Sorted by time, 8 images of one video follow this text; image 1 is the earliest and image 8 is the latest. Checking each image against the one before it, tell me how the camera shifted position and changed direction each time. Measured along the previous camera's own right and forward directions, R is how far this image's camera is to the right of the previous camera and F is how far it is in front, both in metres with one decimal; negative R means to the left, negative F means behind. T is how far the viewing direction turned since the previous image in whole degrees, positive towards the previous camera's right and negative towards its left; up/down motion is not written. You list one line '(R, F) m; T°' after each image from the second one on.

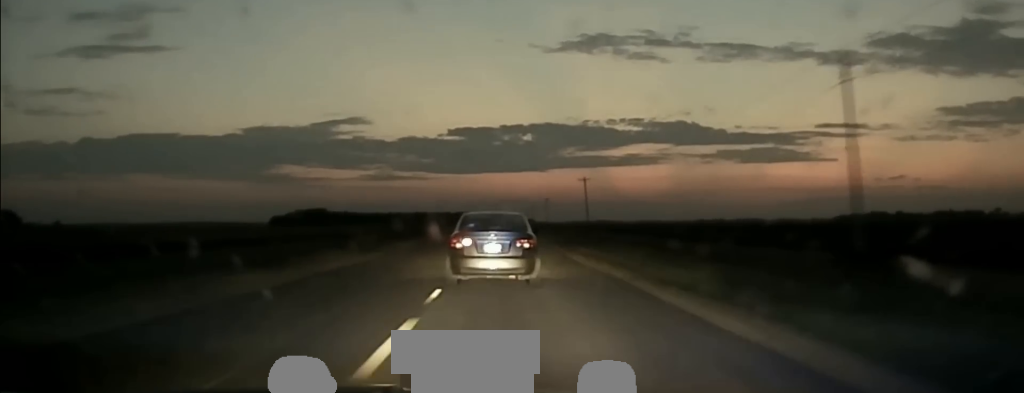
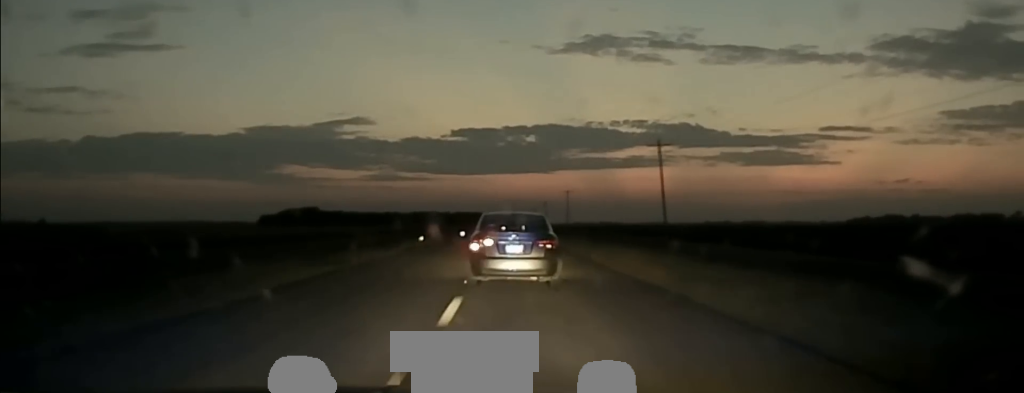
(0.0, +67.5) m; 0°
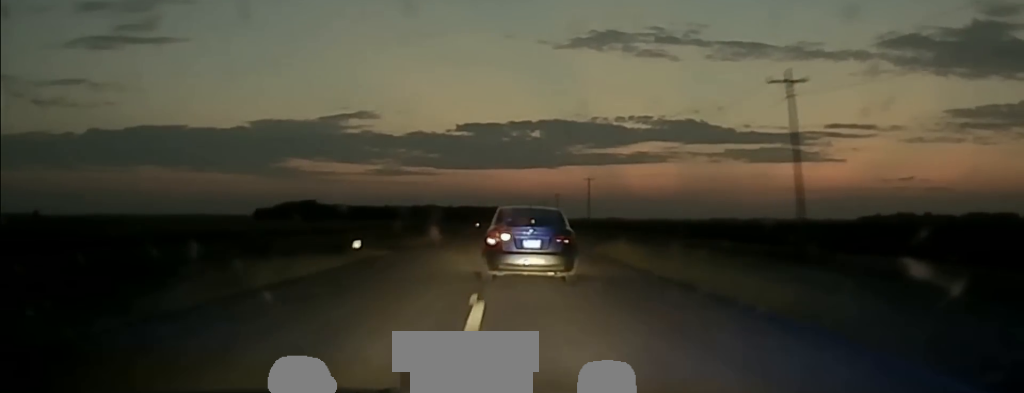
(0.0, +39.4) m; 0°
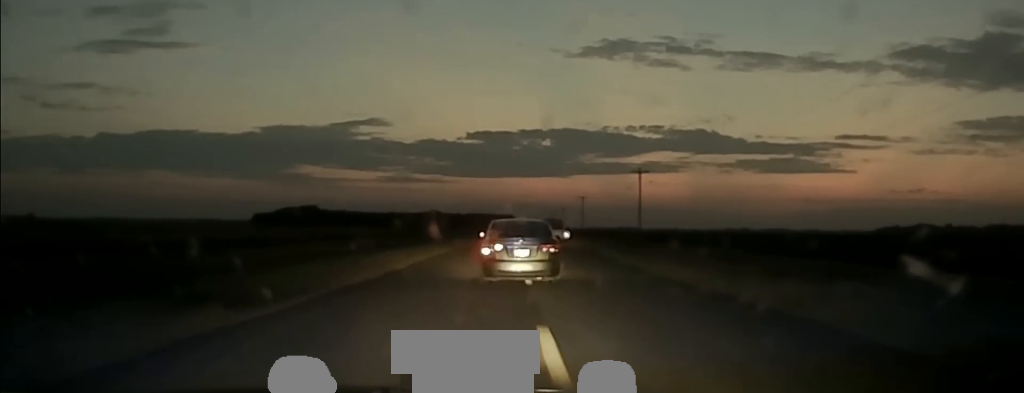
(-0.3, +52.4) m; 0°
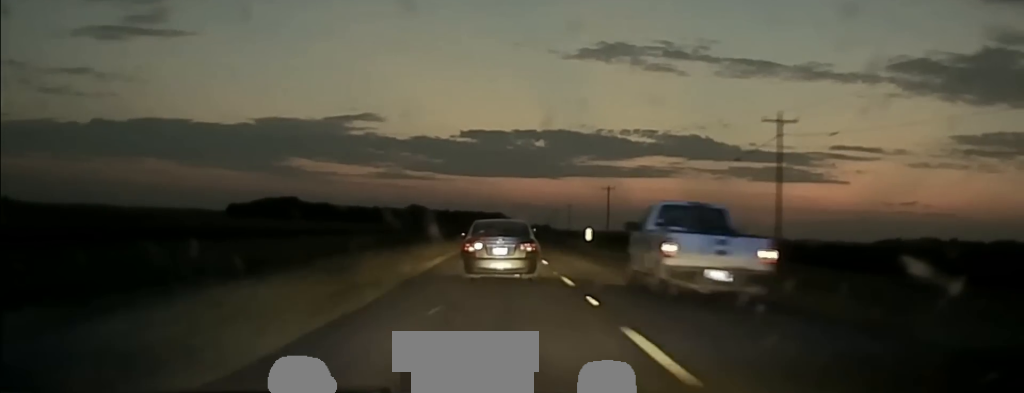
(0.0, +67.4) m; 0°
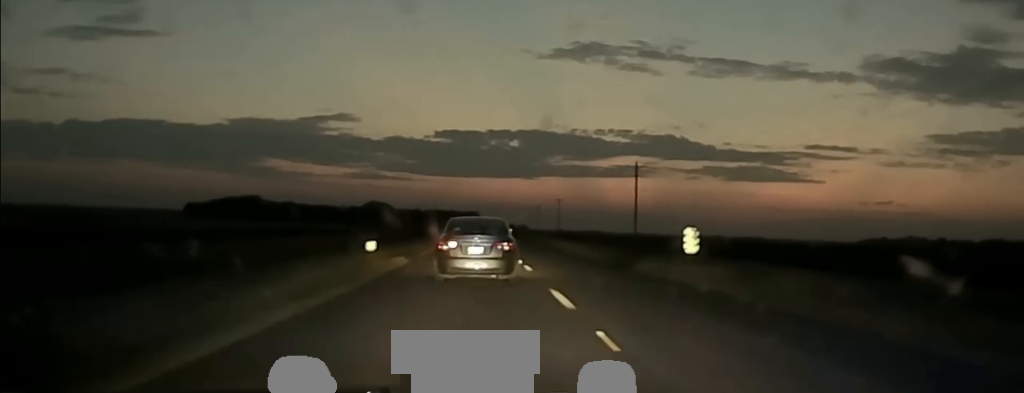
(+0.3, +53.3) m; +1°
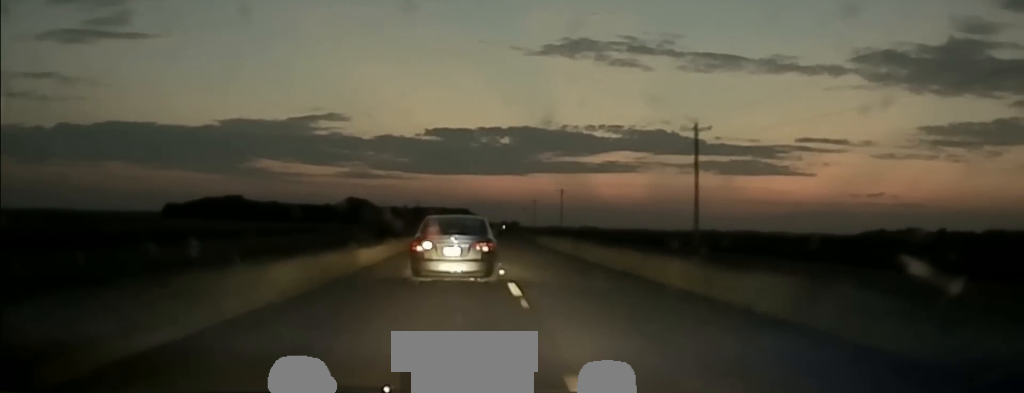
(+0.4, +29.2) m; +1°
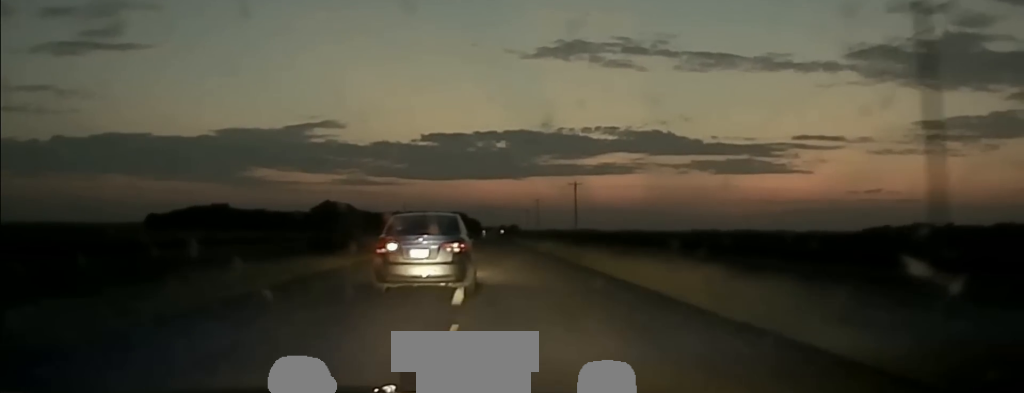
(+0.3, +35.8) m; 0°
